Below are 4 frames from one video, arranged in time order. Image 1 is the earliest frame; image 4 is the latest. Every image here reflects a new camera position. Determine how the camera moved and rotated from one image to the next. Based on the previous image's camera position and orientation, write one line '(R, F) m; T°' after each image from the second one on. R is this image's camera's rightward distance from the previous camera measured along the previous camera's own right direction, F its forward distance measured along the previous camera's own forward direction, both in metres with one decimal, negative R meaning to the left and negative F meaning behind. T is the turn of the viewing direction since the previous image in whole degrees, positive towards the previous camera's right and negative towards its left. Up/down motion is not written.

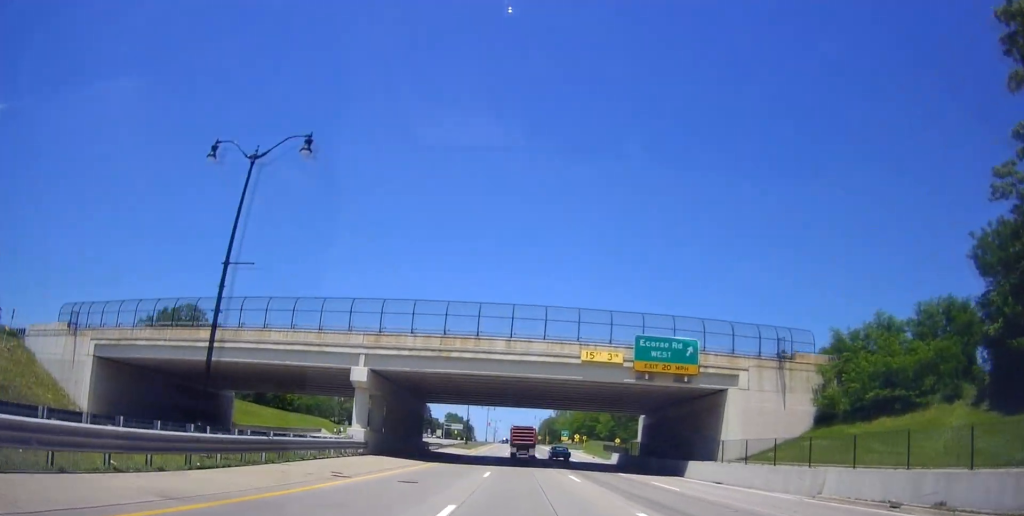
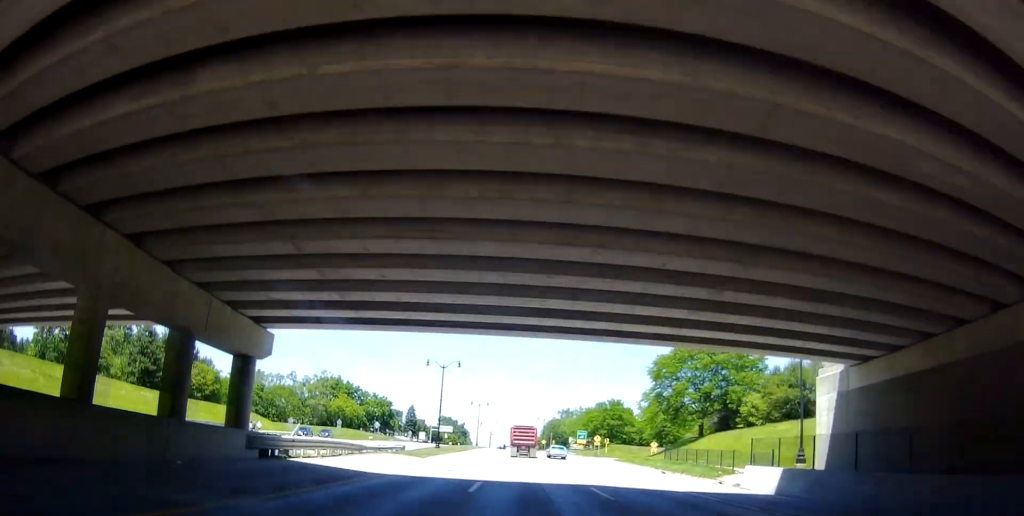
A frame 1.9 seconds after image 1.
(-0.4, +38.4) m; -1°
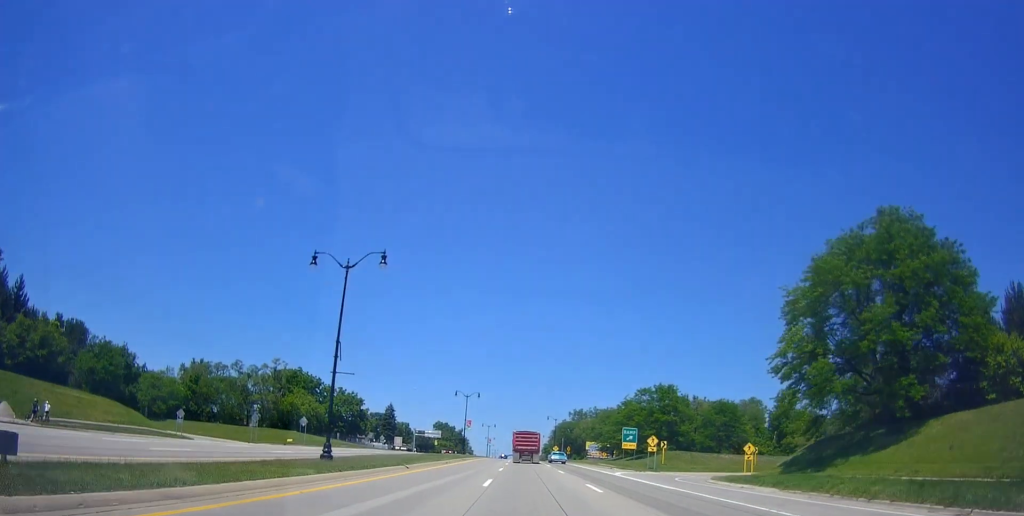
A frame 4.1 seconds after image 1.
(0.0, +42.7) m; -1°
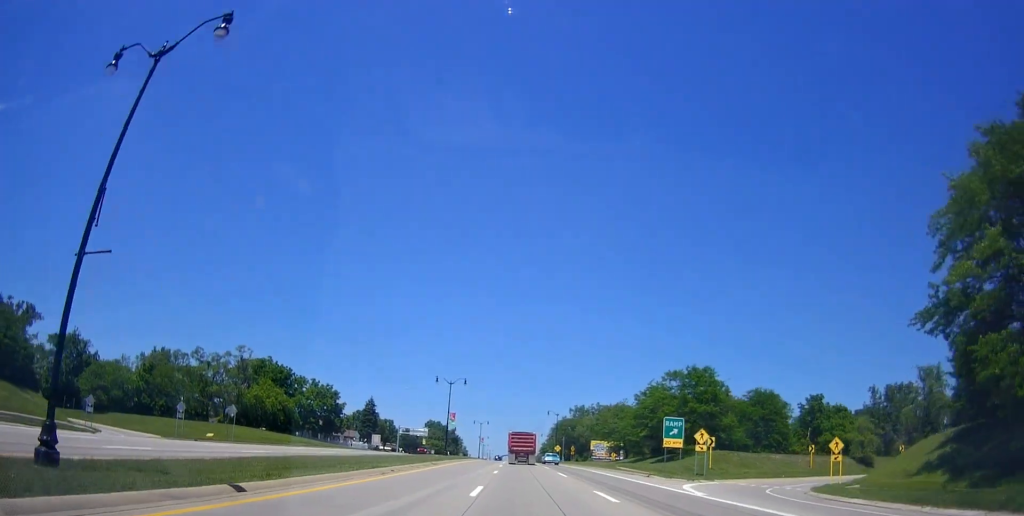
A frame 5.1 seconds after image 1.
(+0.1, +18.7) m; +1°
